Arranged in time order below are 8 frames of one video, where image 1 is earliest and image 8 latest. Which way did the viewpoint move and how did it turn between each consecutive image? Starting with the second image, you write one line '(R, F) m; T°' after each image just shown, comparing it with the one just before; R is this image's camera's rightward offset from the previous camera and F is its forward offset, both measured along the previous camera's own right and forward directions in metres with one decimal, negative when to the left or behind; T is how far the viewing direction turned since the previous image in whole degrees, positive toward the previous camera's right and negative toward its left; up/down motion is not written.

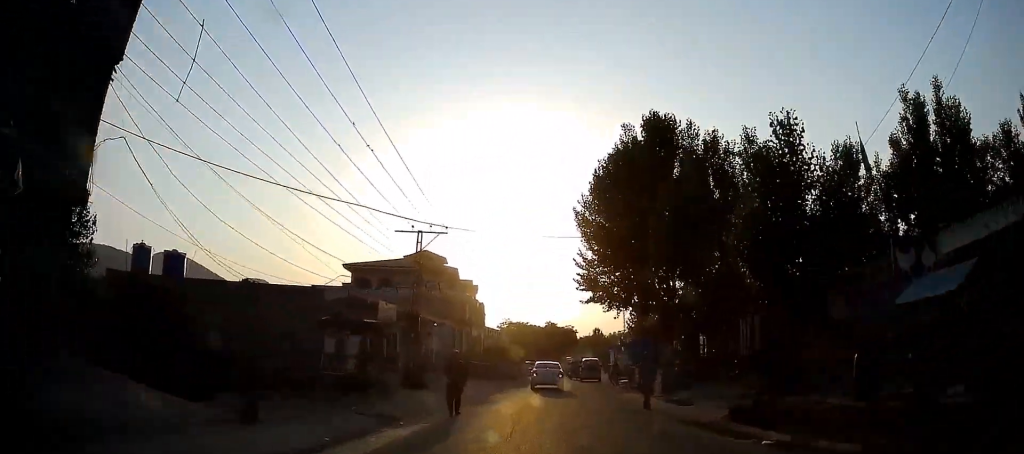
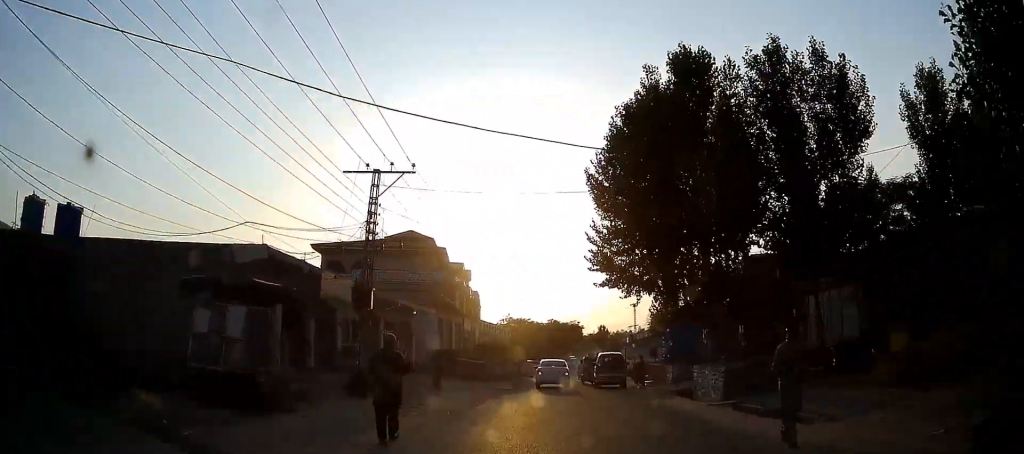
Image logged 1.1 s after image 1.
(-0.4, +8.7) m; 0°
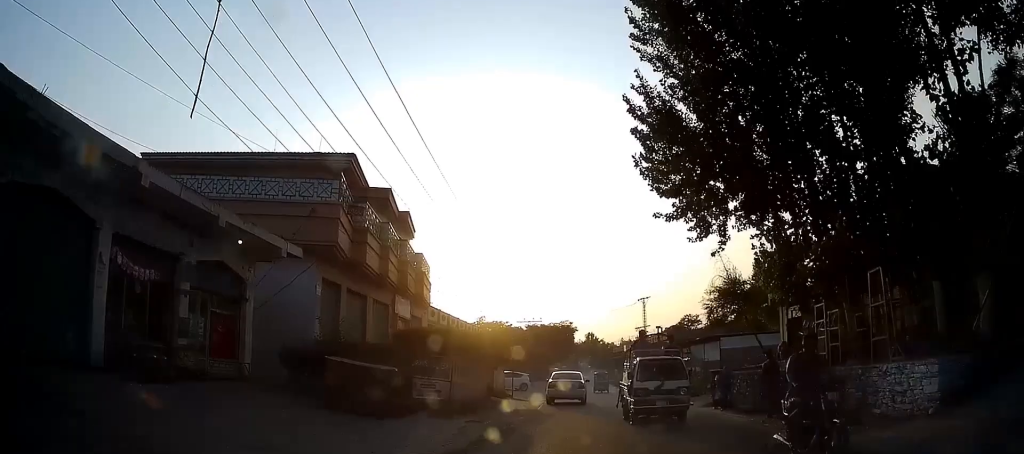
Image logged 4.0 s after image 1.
(+0.1, +21.0) m; 0°
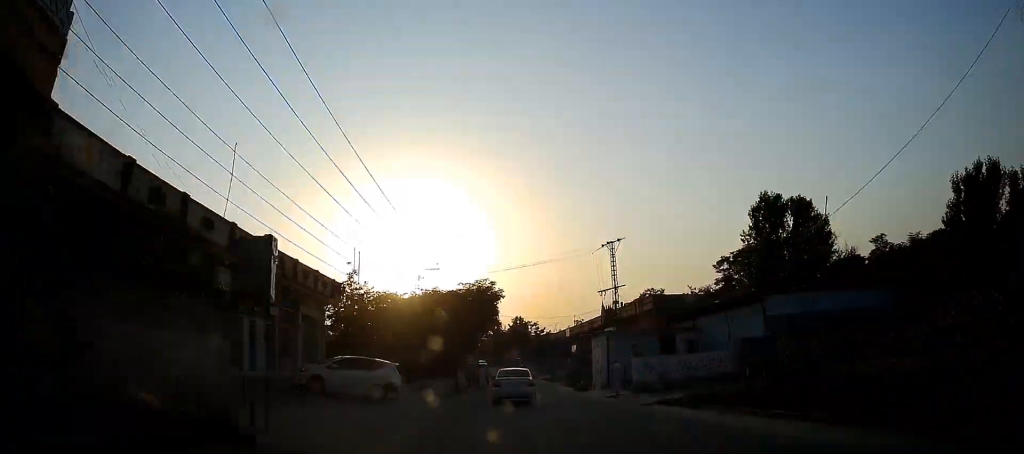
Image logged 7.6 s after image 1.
(+1.6, +26.1) m; +8°
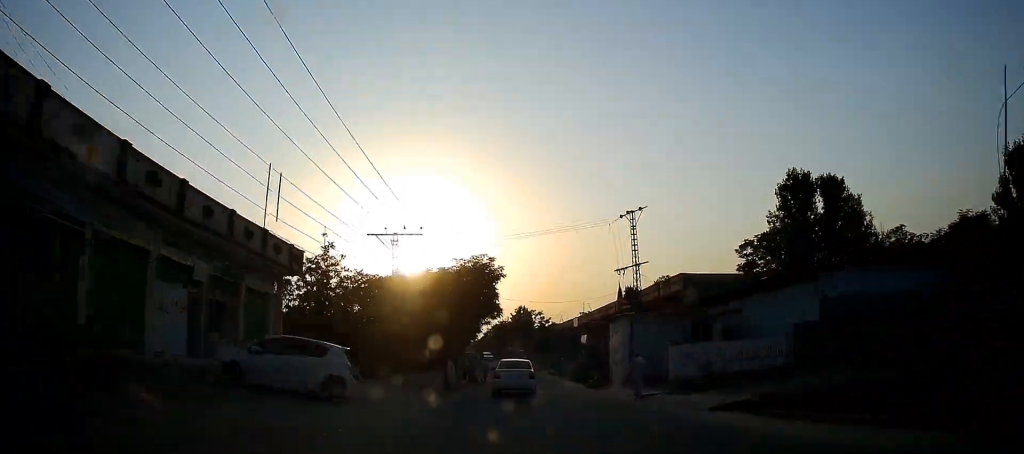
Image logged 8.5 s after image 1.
(+0.1, +6.3) m; 0°
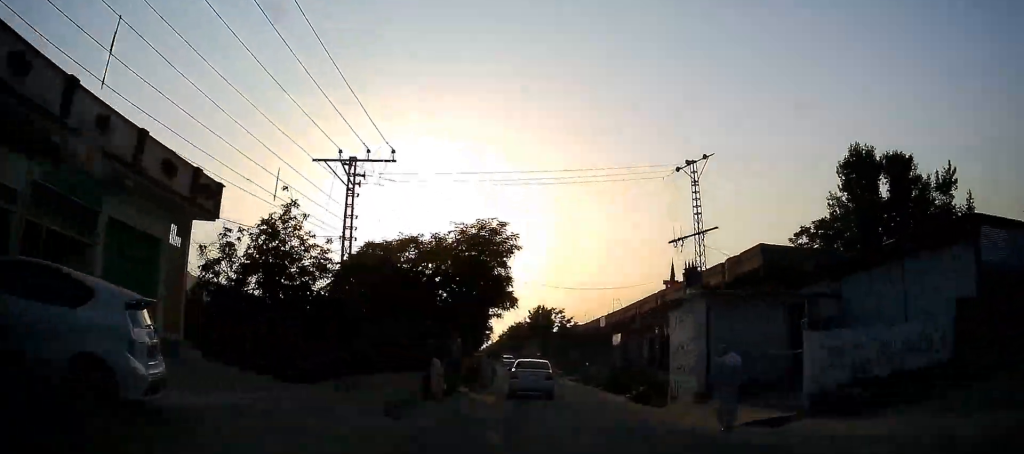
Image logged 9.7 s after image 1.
(0.0, +9.2) m; 0°
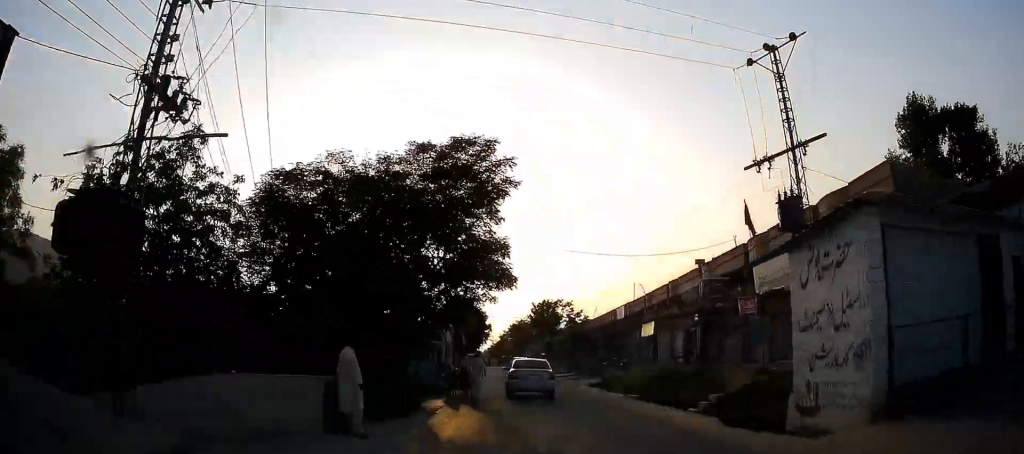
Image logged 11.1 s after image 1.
(+0.1, +9.6) m; -1°
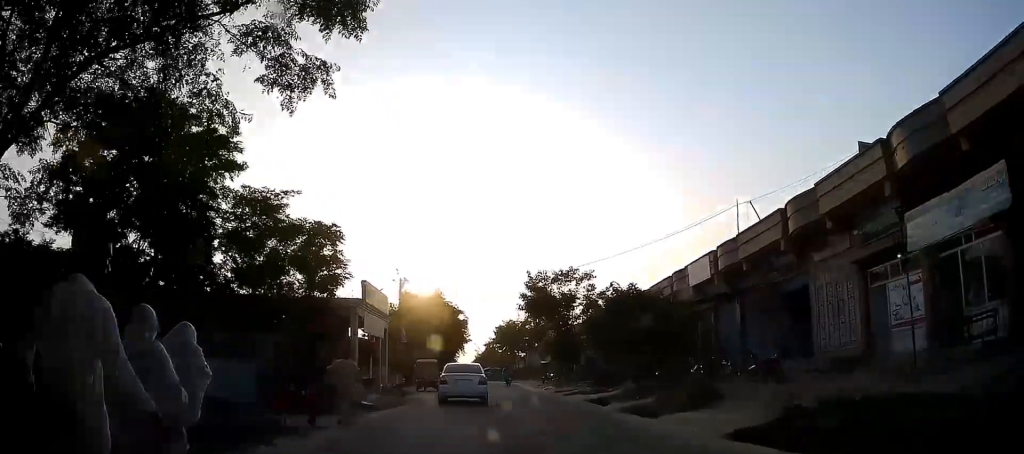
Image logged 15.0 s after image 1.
(+0.4, +25.8) m; +1°
